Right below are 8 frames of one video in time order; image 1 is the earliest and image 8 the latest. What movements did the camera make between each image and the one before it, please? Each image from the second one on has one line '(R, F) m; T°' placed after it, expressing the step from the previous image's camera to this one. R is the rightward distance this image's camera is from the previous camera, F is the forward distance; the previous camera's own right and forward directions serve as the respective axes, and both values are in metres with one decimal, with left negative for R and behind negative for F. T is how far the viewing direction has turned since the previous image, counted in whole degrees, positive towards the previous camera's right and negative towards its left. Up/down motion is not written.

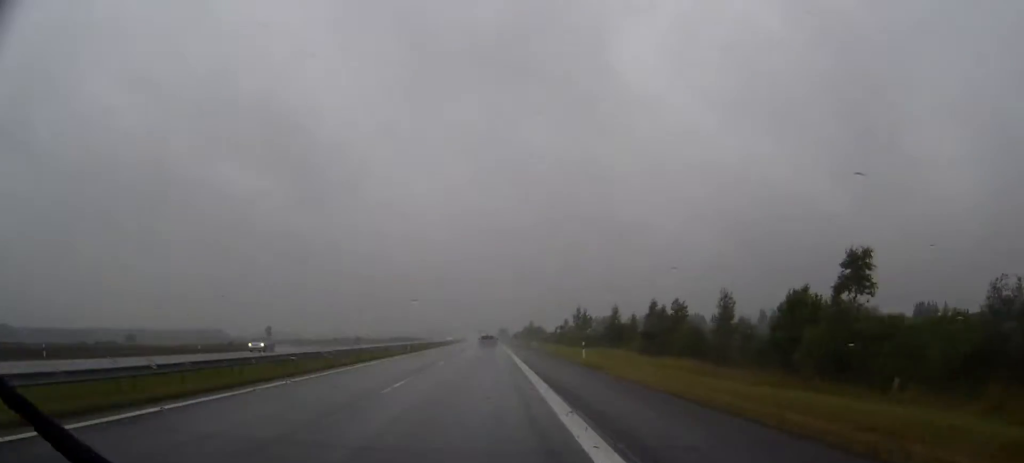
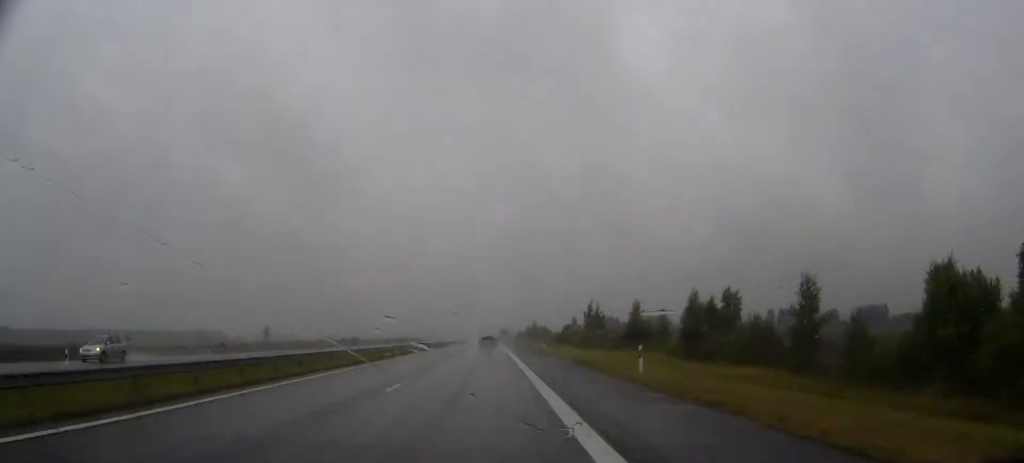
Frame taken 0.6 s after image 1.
(0.0, +15.9) m; 0°
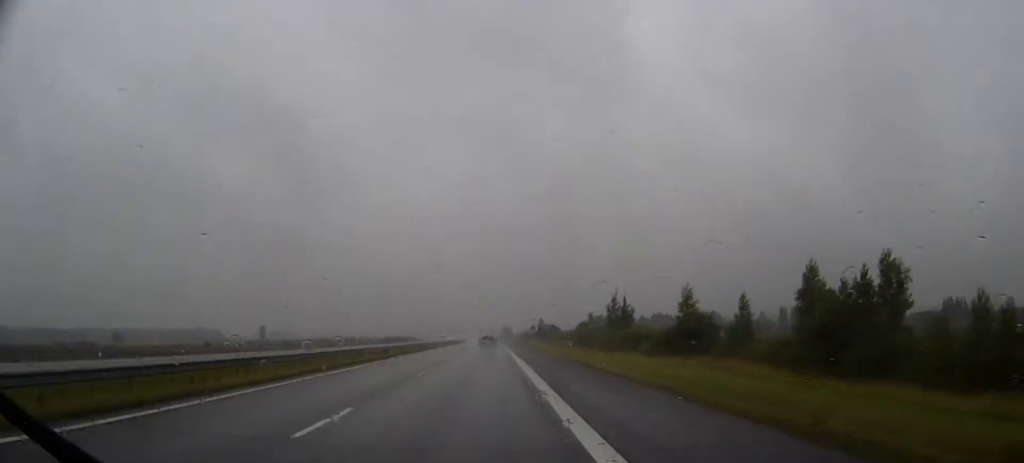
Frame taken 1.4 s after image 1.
(0.0, +24.3) m; 0°
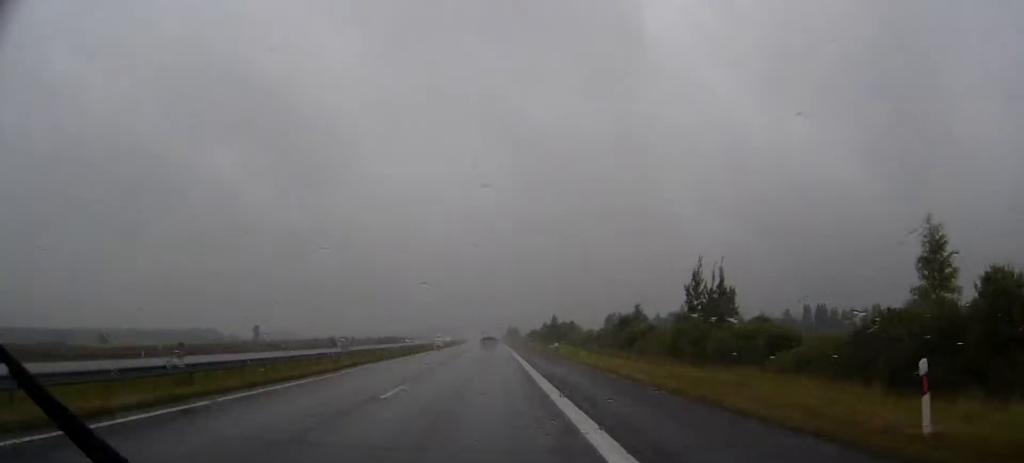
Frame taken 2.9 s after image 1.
(-0.2, +41.2) m; 0°
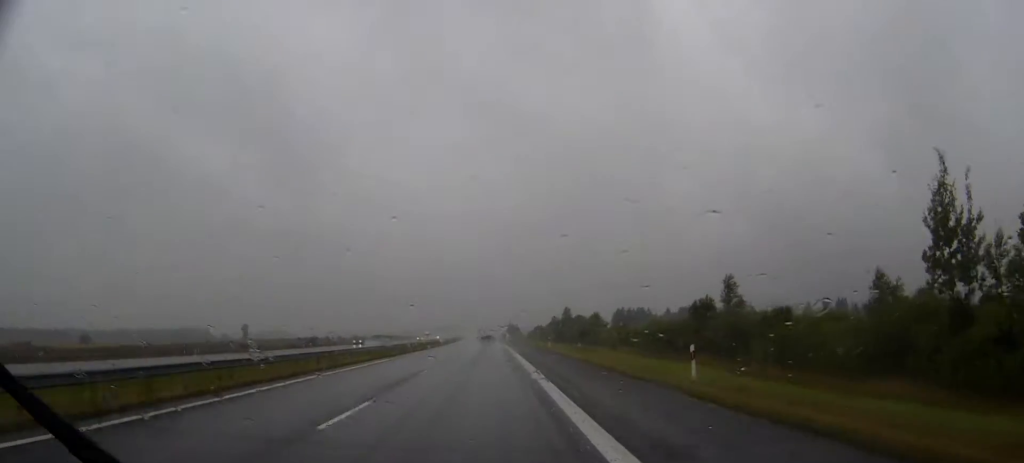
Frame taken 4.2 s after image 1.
(0.0, +37.4) m; 0°
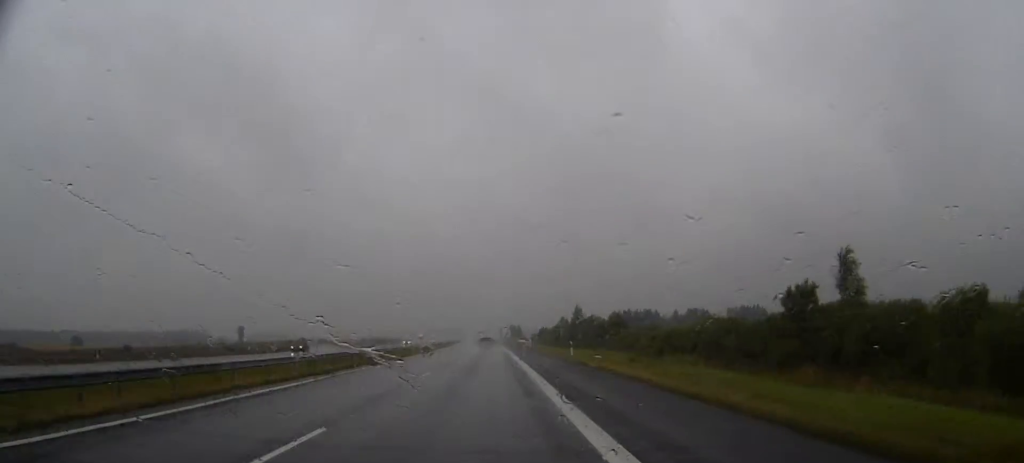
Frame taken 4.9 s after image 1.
(0.0, +19.7) m; 0°
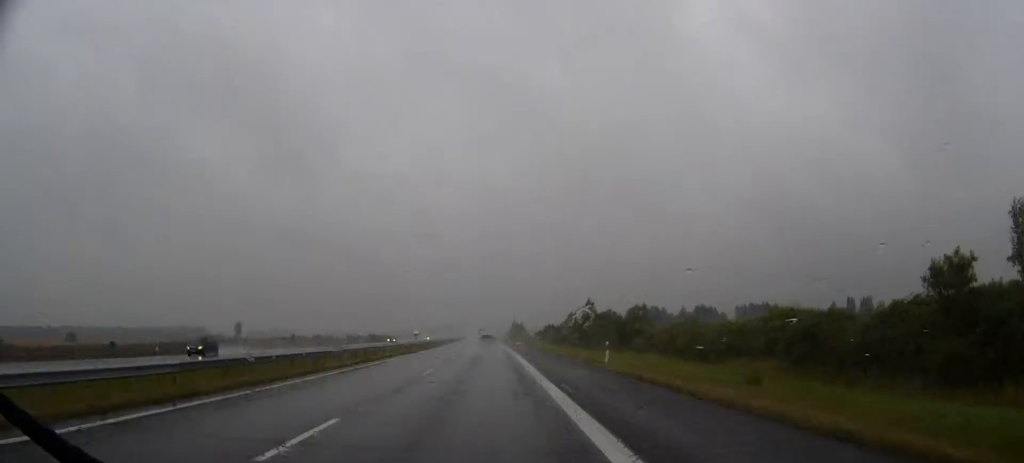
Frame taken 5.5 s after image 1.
(0.0, +15.0) m; 0°
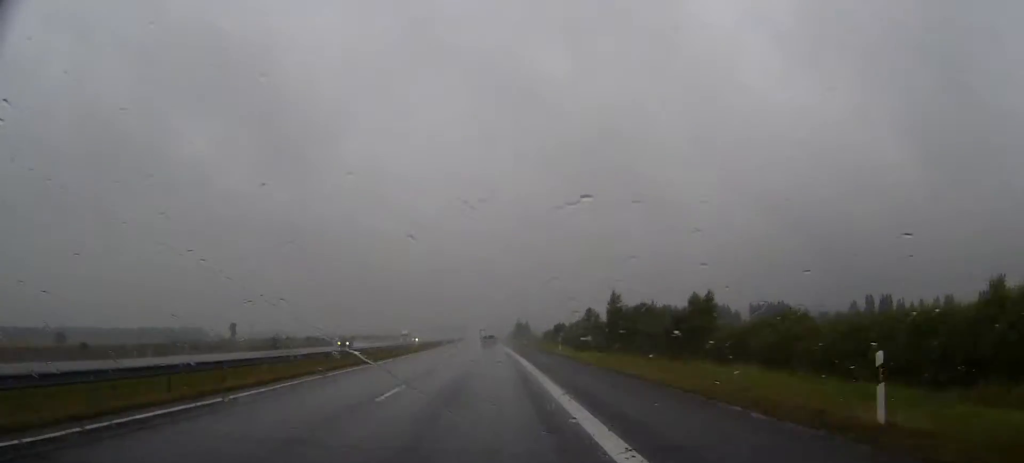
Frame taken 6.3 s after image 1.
(0.0, +24.3) m; 0°
